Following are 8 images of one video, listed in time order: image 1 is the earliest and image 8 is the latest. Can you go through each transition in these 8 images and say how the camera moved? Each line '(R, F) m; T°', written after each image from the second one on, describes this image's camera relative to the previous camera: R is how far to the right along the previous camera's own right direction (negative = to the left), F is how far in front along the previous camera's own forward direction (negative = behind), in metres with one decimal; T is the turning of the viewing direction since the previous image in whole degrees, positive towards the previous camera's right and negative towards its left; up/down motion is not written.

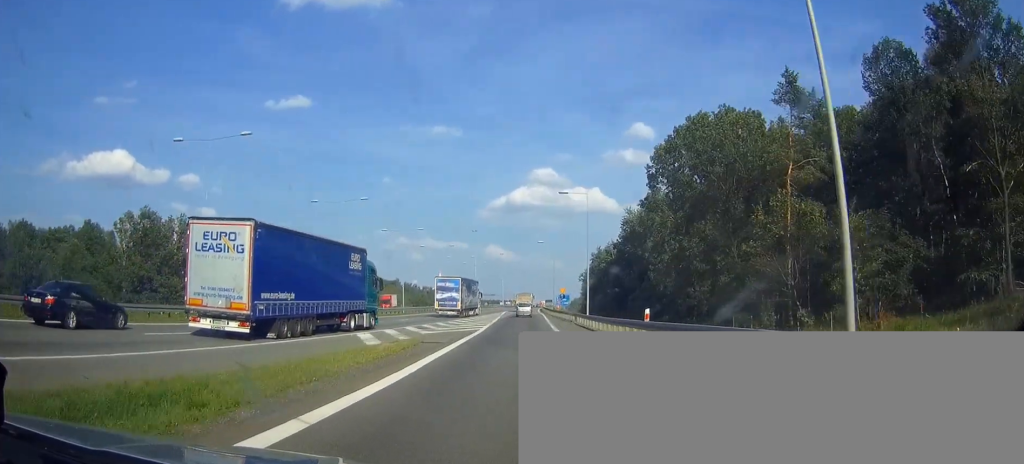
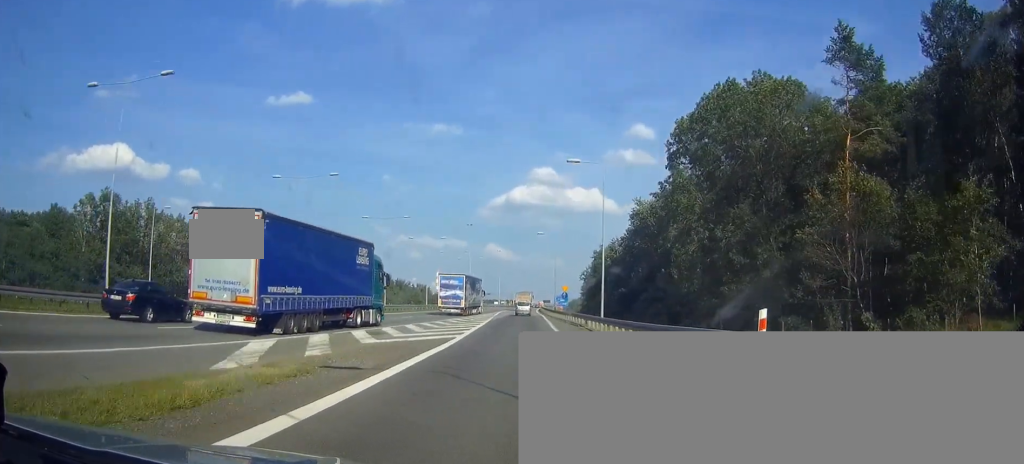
(0.0, +11.6) m; 0°
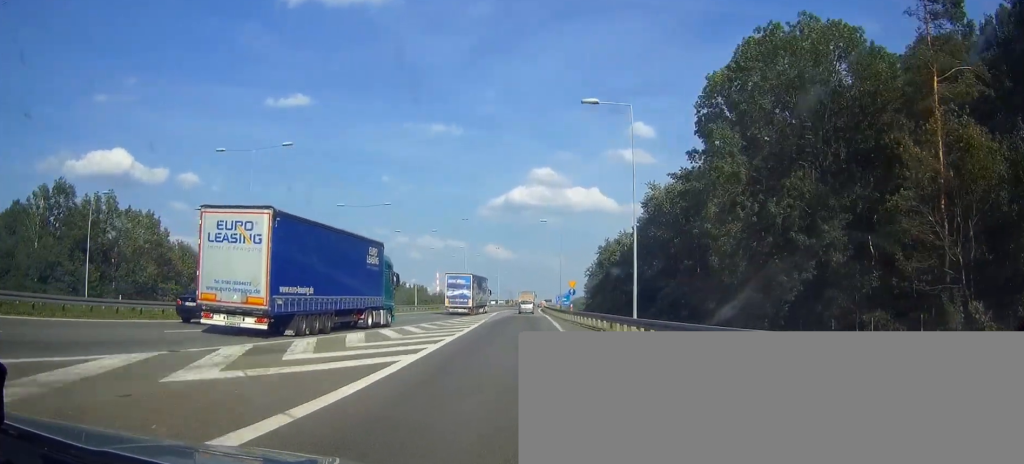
(-0.1, +12.3) m; 0°
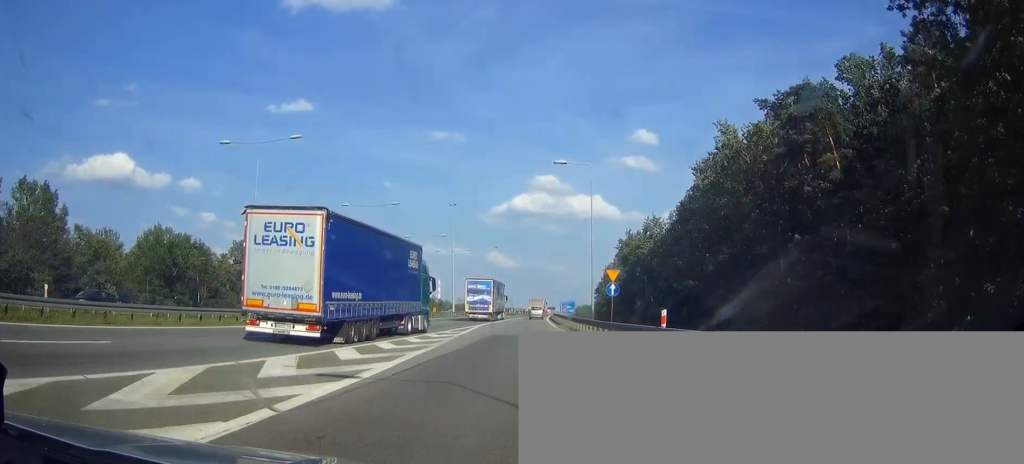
(0.0, +33.4) m; 0°
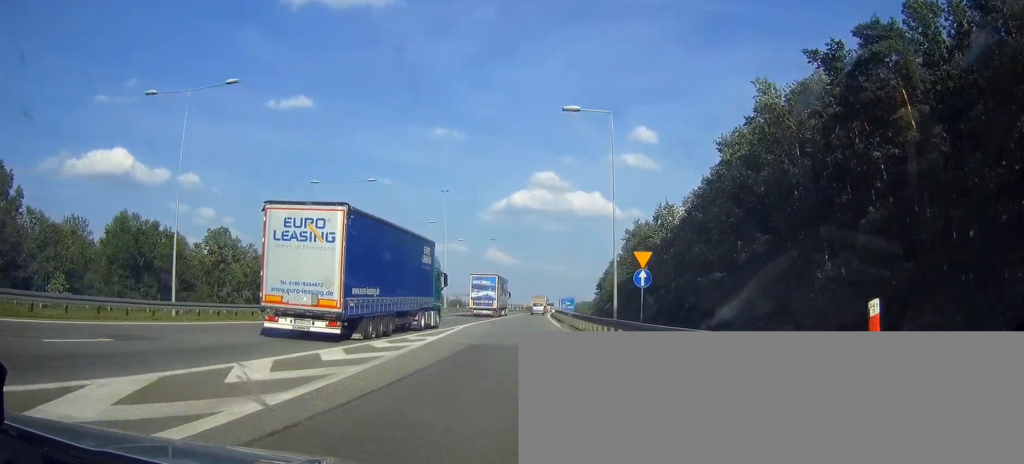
(0.0, +11.1) m; 0°
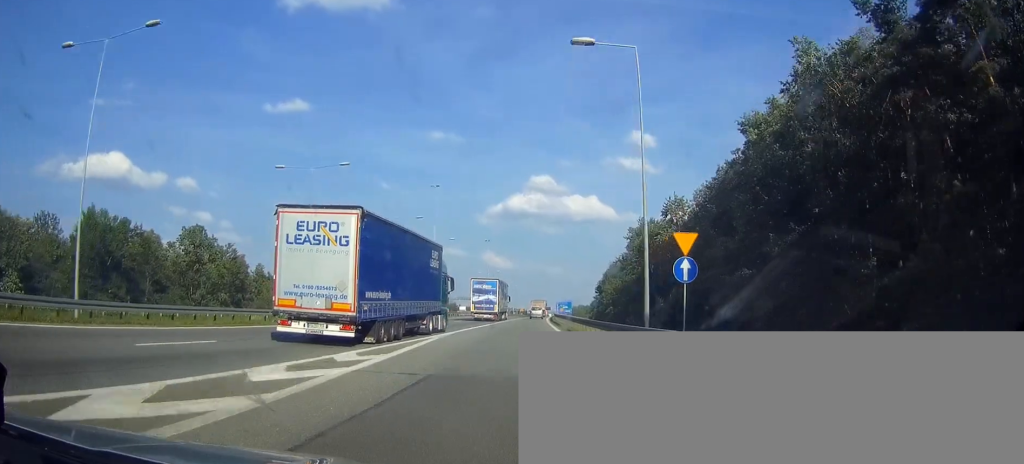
(-0.1, +8.9) m; 0°
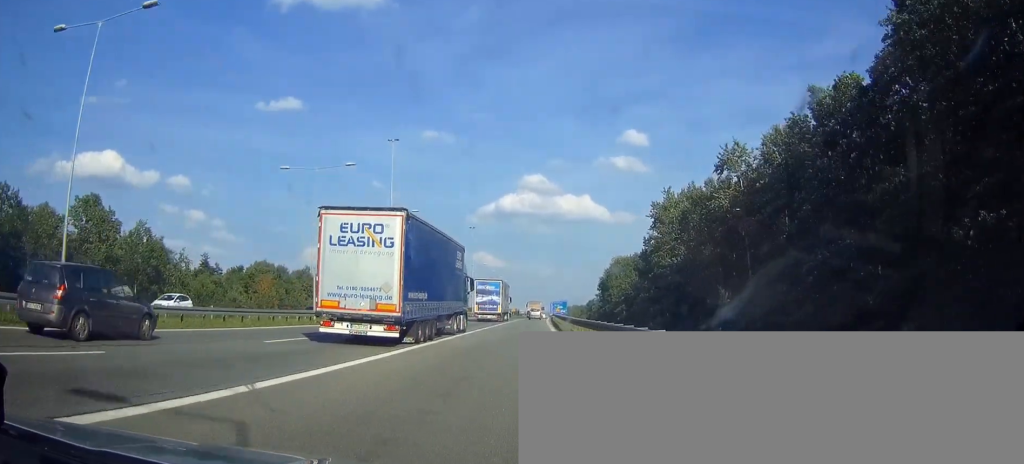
(+0.2, +30.4) m; 0°
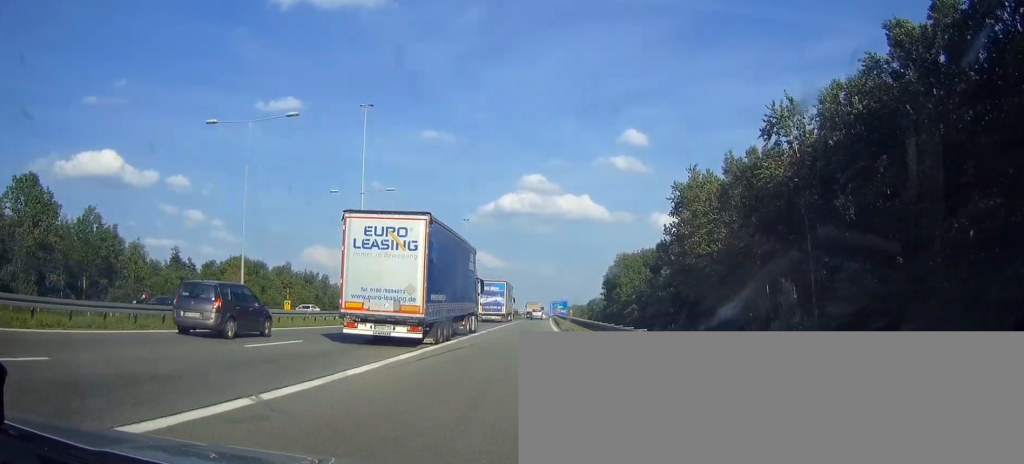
(-0.1, +14.2) m; 0°
